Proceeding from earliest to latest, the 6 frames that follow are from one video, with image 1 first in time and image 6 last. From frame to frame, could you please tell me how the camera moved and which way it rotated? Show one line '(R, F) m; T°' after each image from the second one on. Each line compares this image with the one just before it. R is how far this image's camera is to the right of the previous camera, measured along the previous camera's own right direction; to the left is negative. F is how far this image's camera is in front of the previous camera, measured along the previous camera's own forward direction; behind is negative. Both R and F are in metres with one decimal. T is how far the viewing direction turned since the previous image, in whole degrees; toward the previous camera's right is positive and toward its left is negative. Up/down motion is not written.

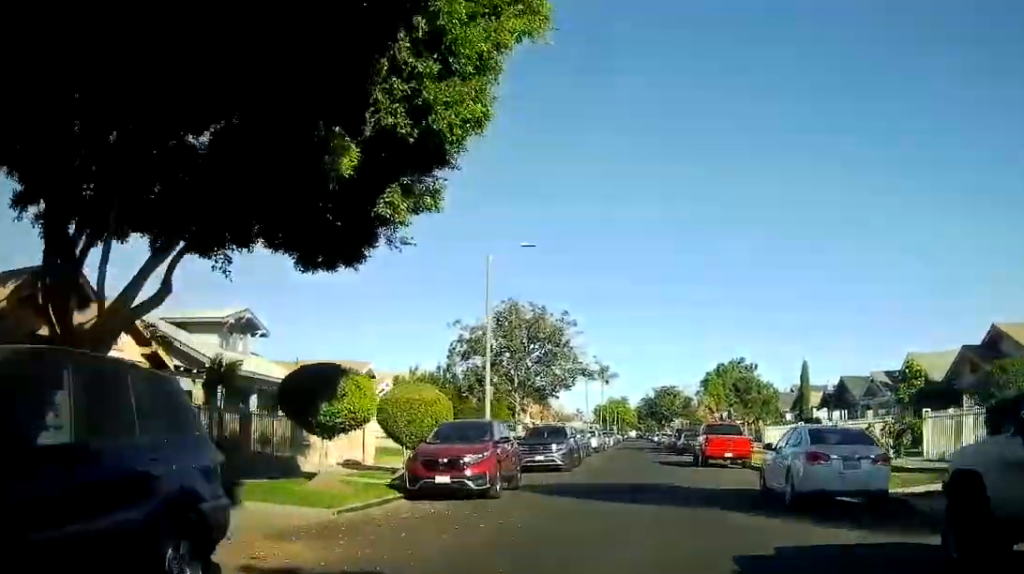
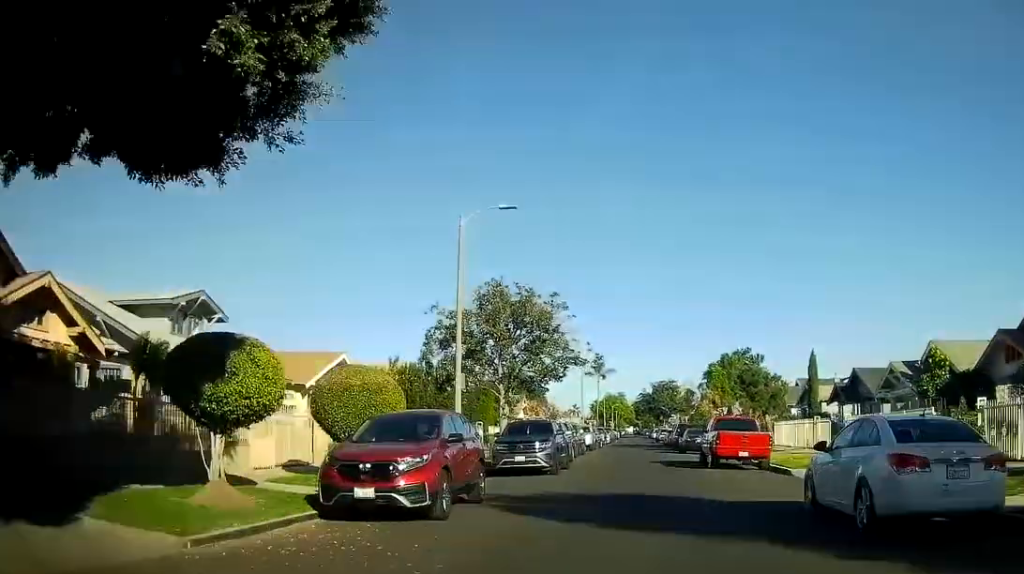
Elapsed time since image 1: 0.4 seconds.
(0.0, +3.9) m; 0°
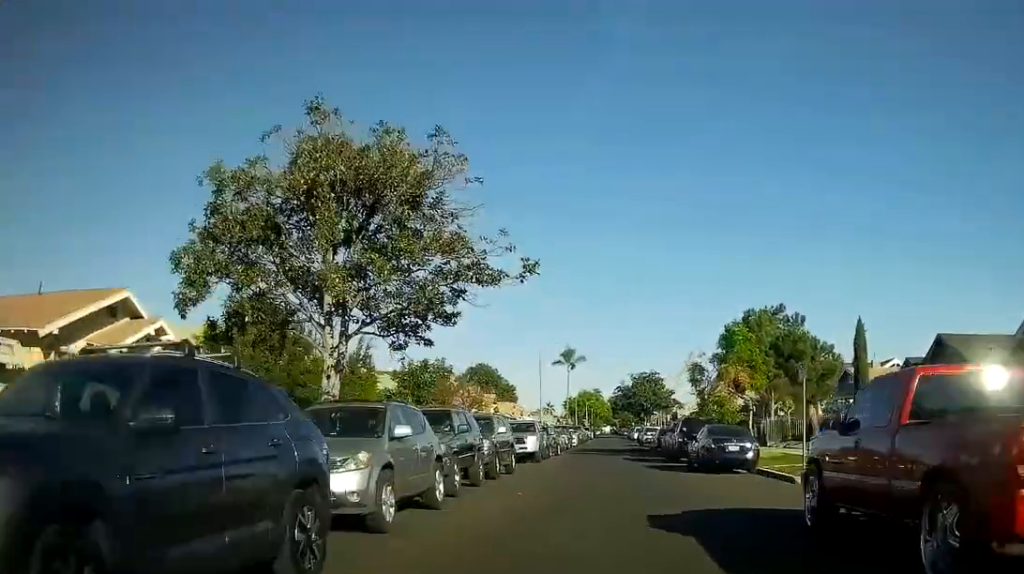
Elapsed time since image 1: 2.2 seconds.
(+0.1, +18.9) m; +1°
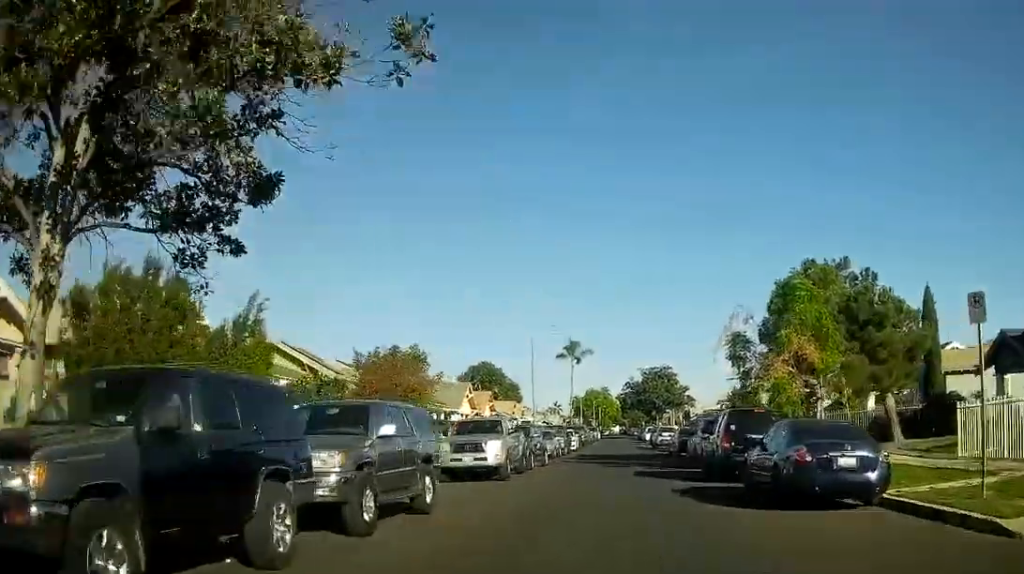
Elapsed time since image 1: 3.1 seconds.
(+0.1, +10.0) m; 0°
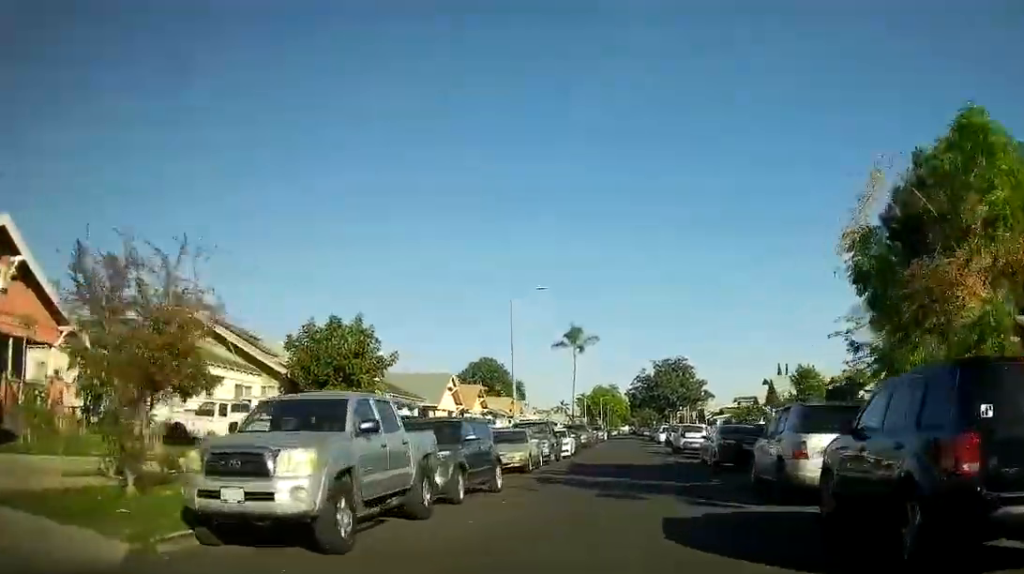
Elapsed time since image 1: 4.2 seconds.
(0.0, +12.4) m; 0°
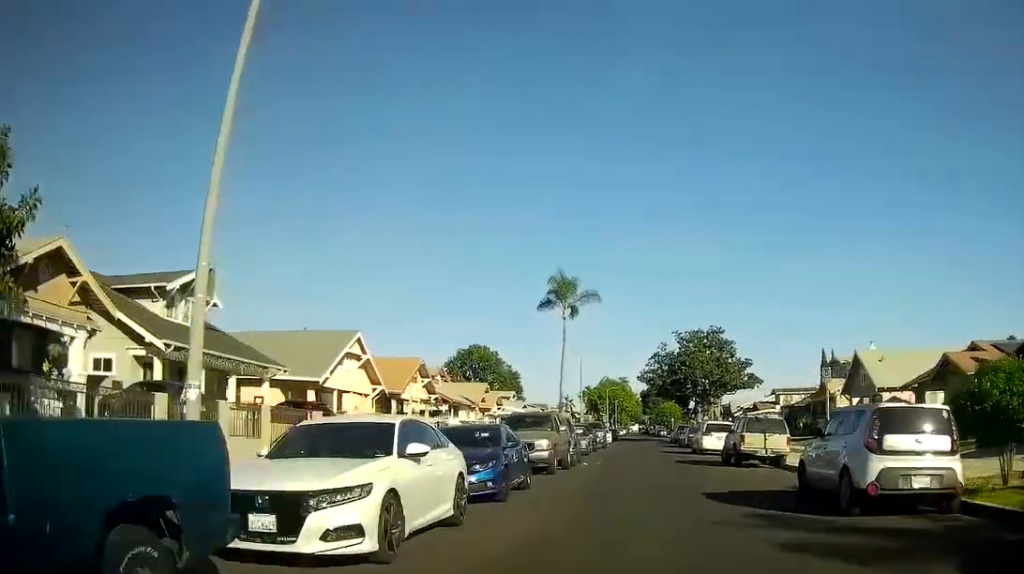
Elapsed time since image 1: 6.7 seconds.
(0.0, +29.4) m; -1°
